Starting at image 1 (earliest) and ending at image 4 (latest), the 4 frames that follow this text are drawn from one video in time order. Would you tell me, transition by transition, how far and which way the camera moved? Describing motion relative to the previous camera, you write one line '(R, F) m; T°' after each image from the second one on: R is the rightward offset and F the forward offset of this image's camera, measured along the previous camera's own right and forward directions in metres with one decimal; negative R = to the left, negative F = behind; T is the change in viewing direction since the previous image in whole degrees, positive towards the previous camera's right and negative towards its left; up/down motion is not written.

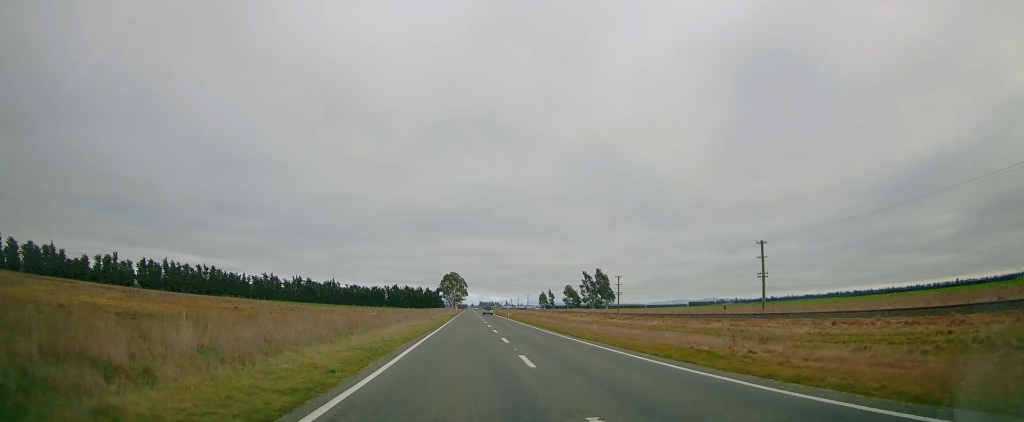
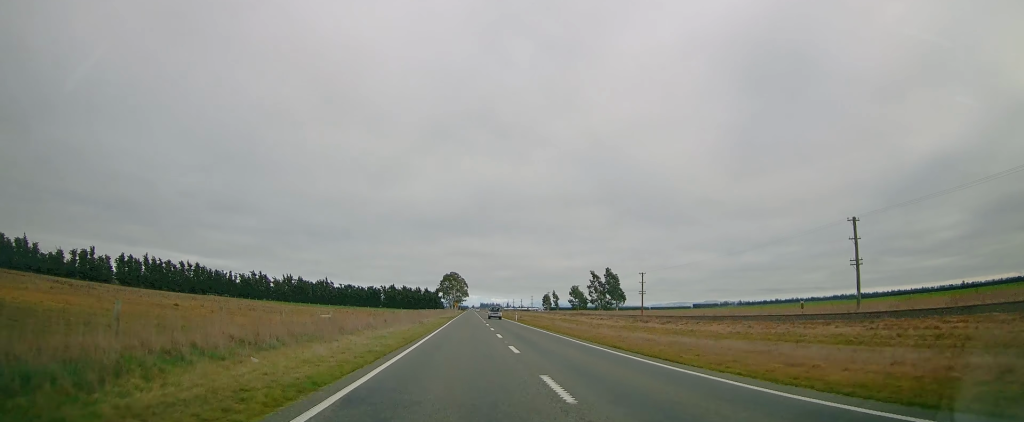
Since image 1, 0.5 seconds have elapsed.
(+0.3, +14.7) m; 0°
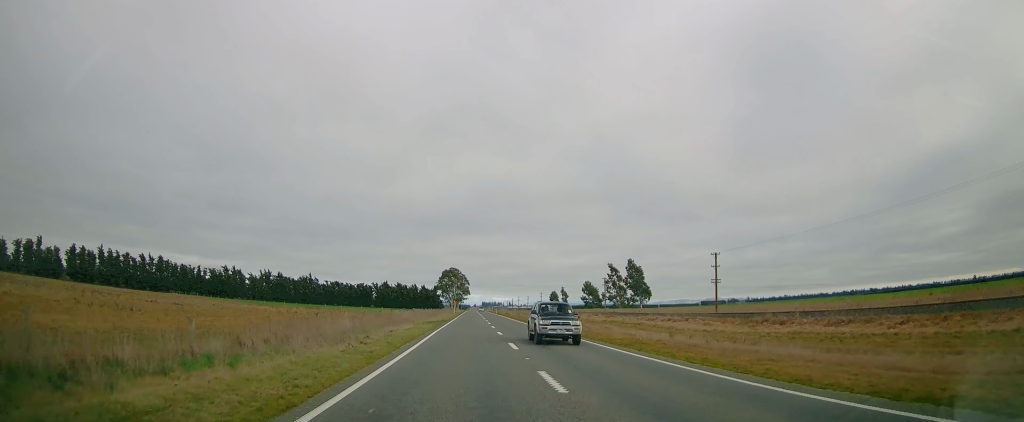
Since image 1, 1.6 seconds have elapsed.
(-0.4, +28.6) m; 0°
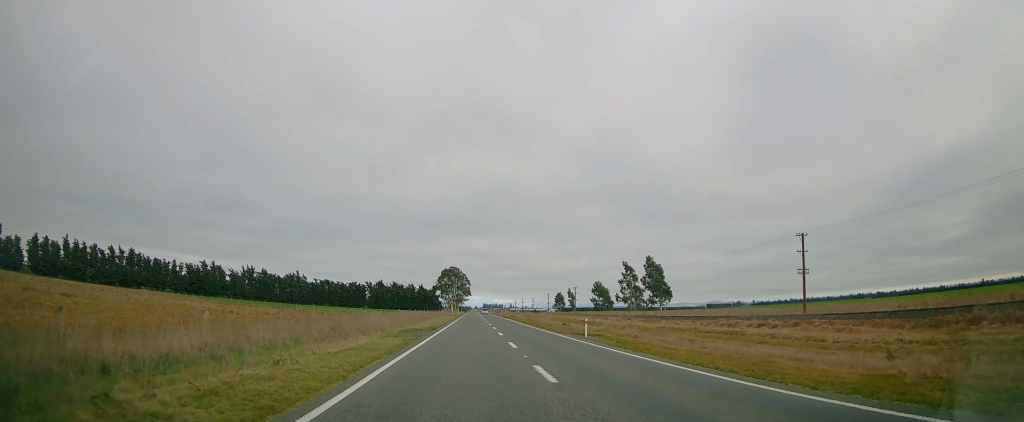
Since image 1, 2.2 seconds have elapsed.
(+0.2, +18.4) m; 0°
